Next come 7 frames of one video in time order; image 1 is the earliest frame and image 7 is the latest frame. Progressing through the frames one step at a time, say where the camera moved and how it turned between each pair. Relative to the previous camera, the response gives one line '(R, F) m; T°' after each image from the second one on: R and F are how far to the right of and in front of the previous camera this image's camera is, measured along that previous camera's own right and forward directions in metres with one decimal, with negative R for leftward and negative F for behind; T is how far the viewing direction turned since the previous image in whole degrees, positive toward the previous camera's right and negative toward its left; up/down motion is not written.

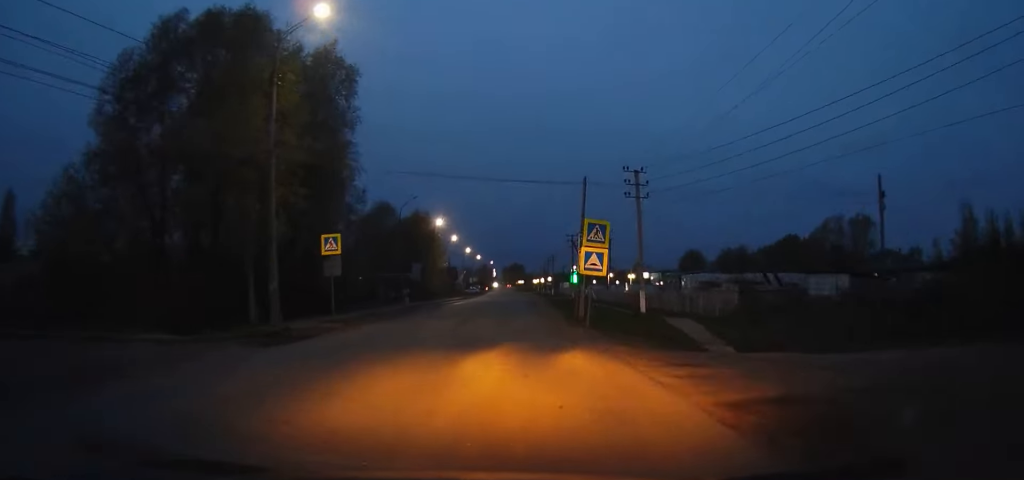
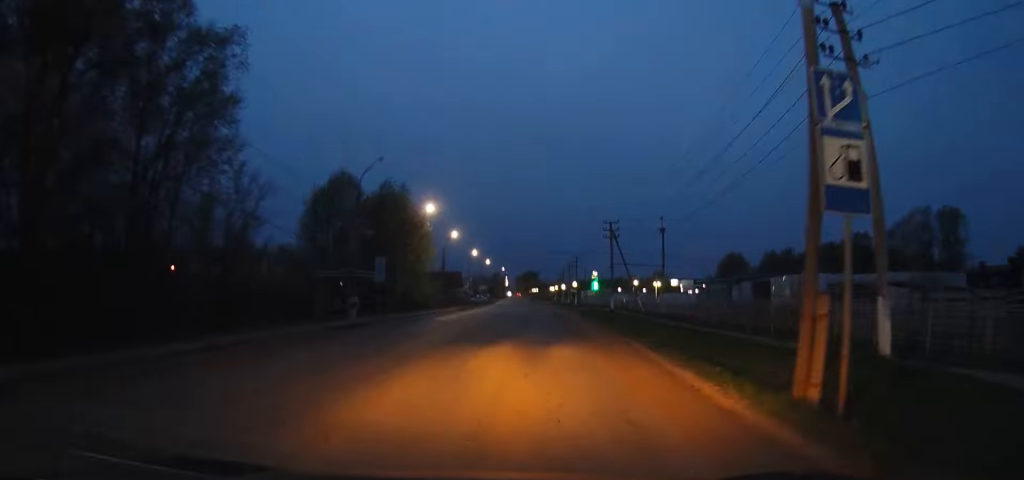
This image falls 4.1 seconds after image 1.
(0.0, +35.8) m; -5°
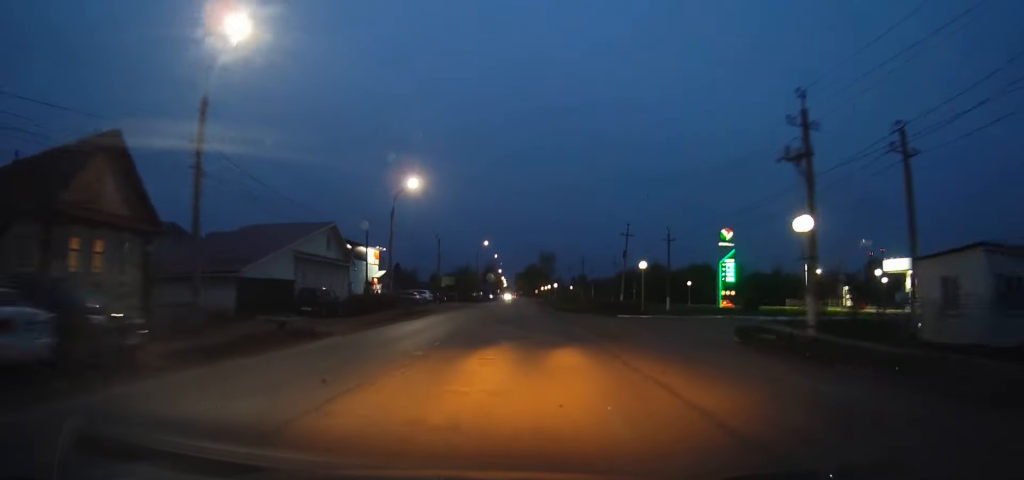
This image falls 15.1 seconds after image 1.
(+0.2, +121.5) m; +2°
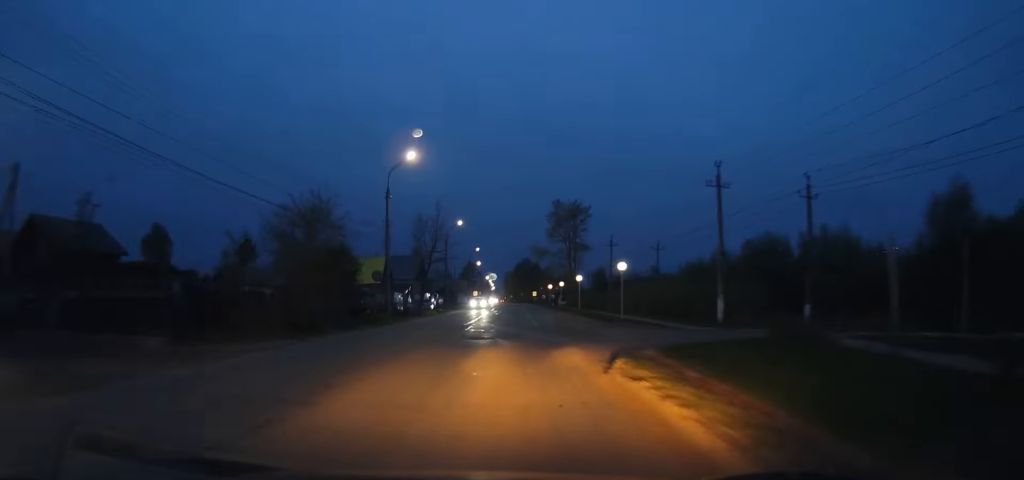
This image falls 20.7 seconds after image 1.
(-1.0, +73.6) m; -1°
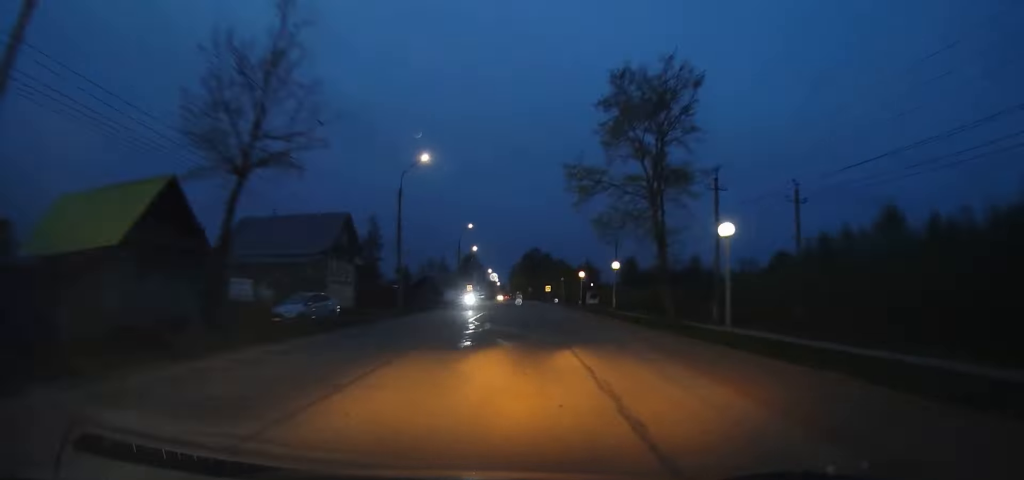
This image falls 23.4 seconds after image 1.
(-0.1, +34.6) m; 0°
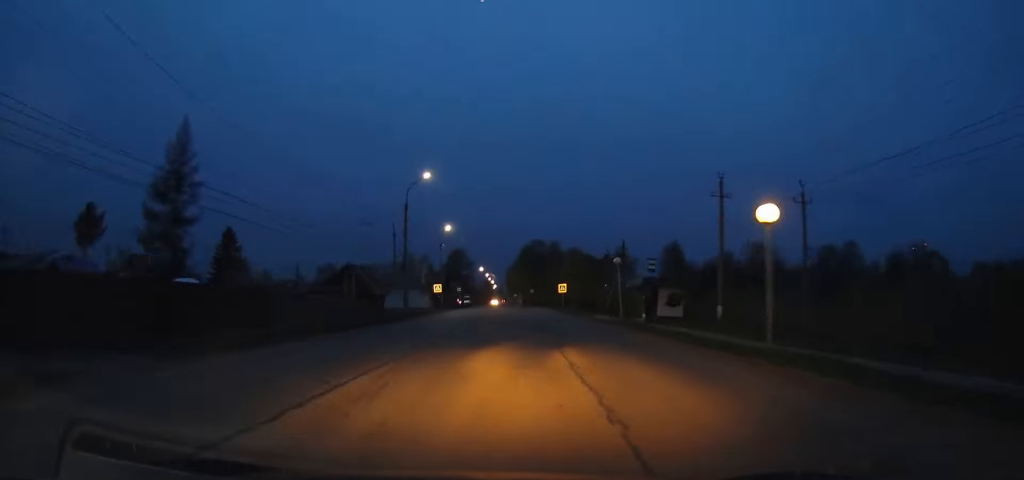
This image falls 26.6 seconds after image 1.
(+0.4, +40.3) m; 0°
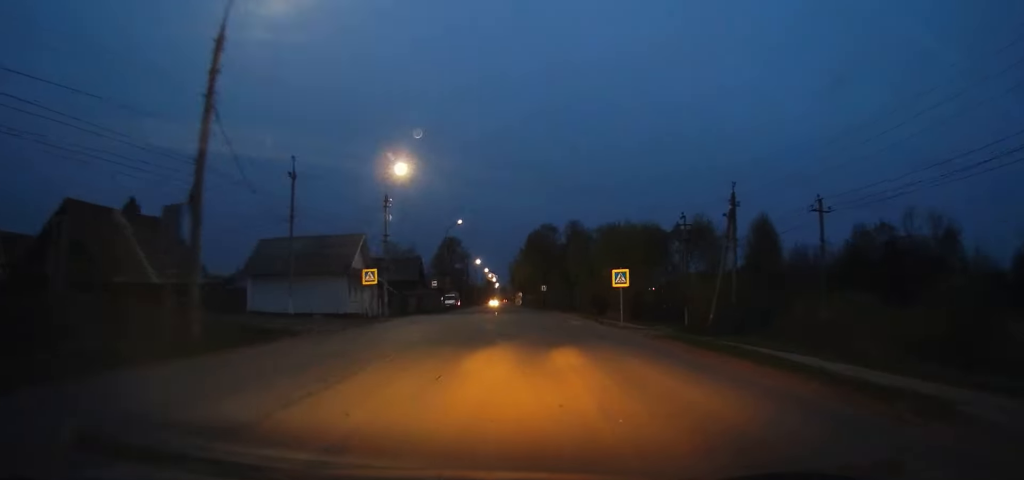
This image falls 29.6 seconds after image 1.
(-0.5, +38.1) m; -1°
